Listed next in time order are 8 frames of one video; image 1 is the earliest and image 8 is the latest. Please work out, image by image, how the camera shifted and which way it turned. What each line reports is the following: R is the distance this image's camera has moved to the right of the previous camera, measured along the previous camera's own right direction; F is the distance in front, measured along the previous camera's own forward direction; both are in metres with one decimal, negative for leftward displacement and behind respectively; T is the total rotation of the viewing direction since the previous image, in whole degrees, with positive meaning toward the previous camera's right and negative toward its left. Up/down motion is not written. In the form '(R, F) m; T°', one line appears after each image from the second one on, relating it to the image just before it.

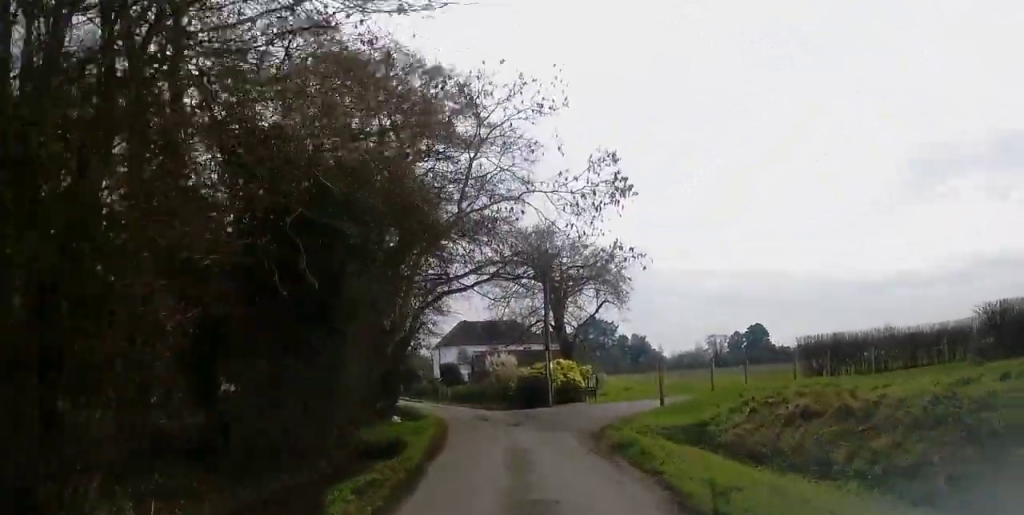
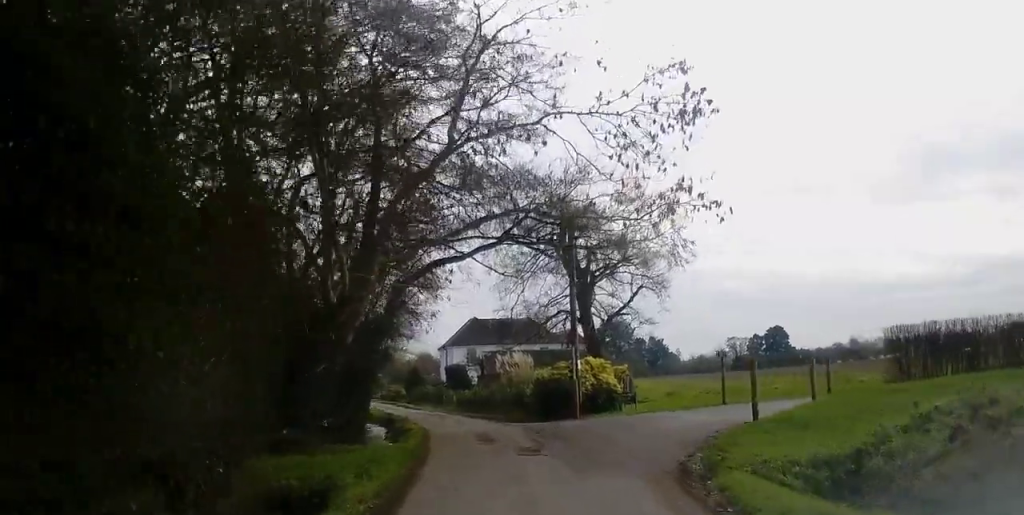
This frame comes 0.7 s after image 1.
(+0.1, +8.5) m; -1°
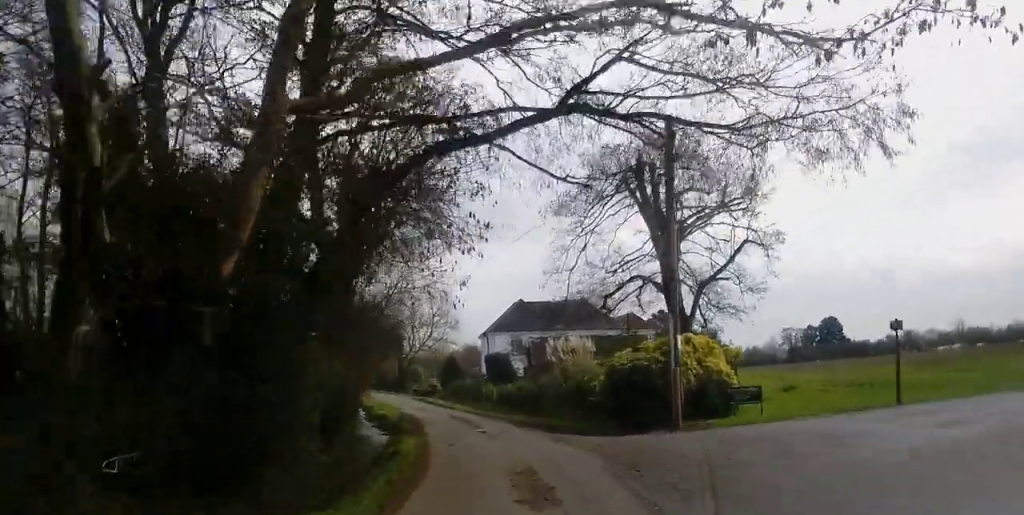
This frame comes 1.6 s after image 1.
(-0.2, +10.5) m; -2°
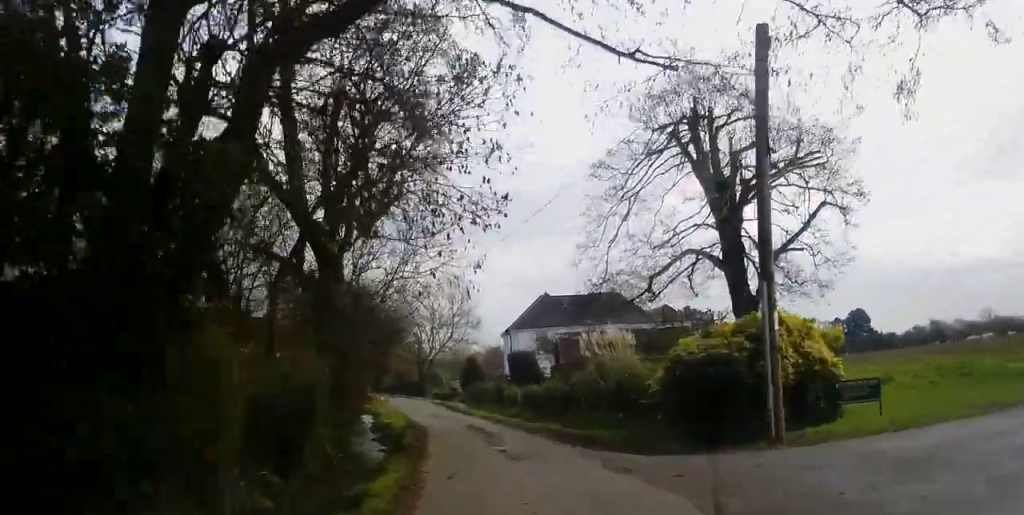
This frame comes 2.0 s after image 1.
(-0.1, +5.2) m; -1°
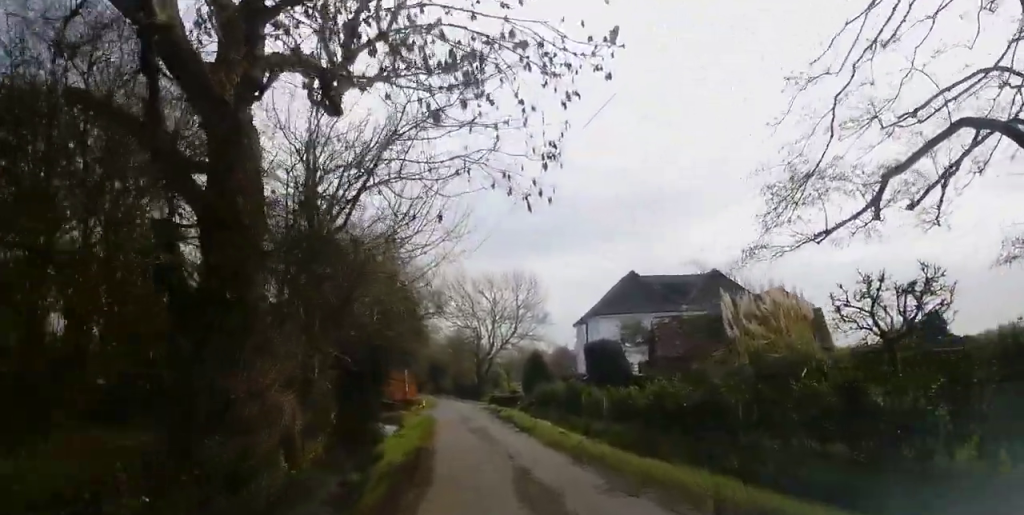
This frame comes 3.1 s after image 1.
(-0.1, +12.4) m; -3°
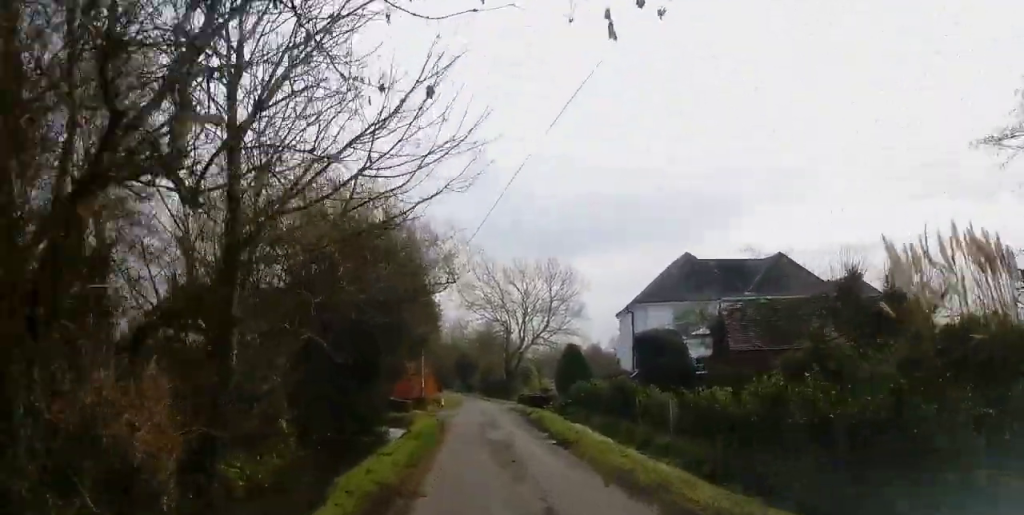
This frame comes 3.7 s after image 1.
(-0.3, +6.7) m; -2°
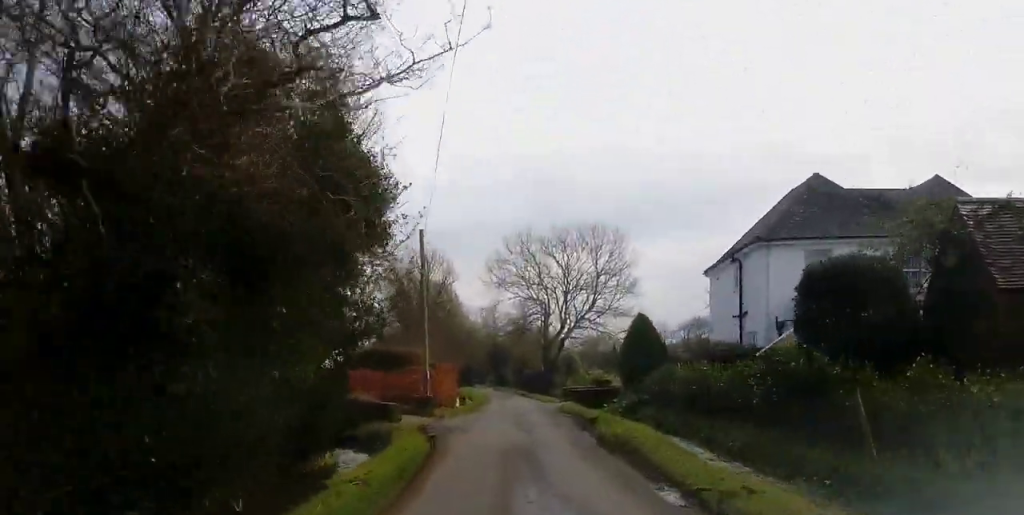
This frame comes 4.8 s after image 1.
(-0.6, +13.7) m; -3°
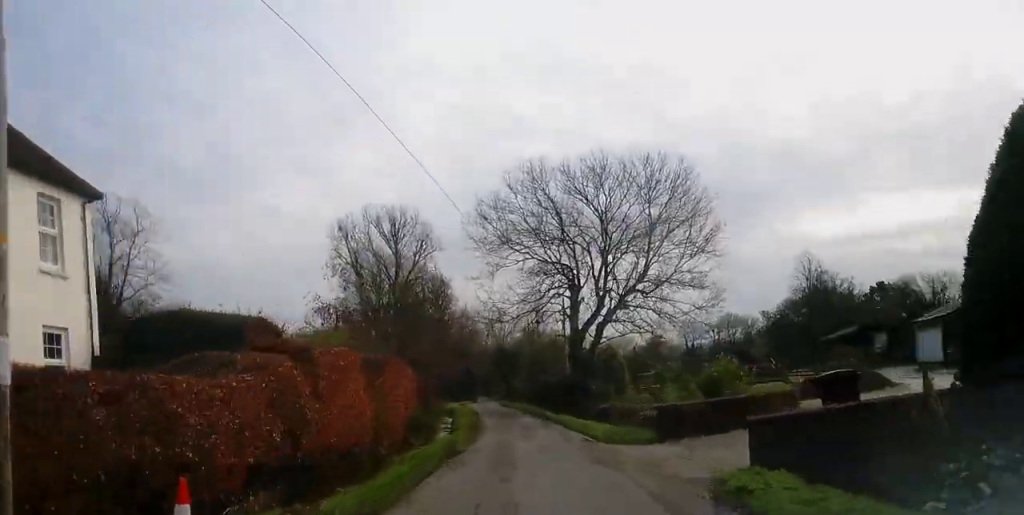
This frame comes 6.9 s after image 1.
(-0.1, +25.9) m; 0°
